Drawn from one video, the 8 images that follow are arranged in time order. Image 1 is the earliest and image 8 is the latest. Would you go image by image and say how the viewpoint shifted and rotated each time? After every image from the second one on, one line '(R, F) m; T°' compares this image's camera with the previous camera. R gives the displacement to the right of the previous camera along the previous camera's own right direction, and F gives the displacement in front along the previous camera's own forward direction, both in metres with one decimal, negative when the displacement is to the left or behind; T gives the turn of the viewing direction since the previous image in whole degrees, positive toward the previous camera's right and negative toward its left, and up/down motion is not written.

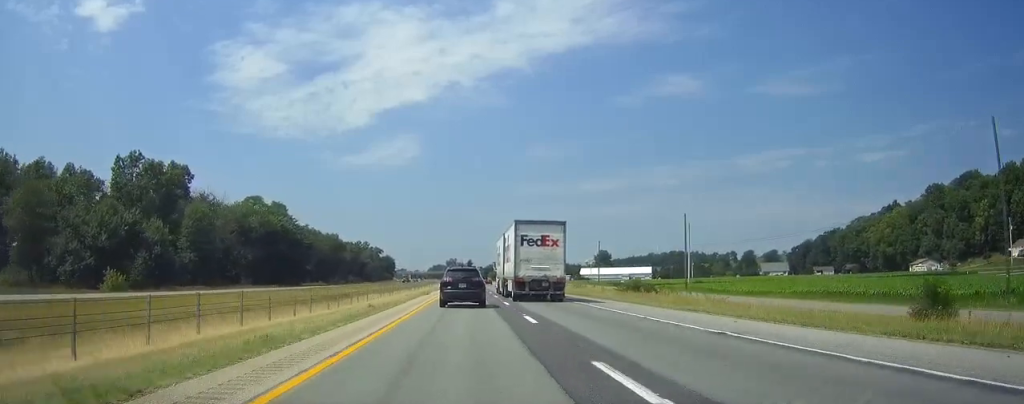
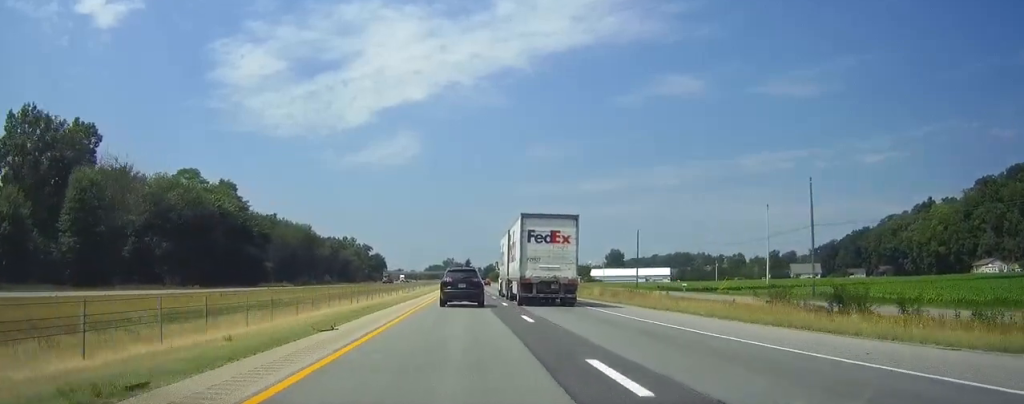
(0.0, +36.0) m; 0°
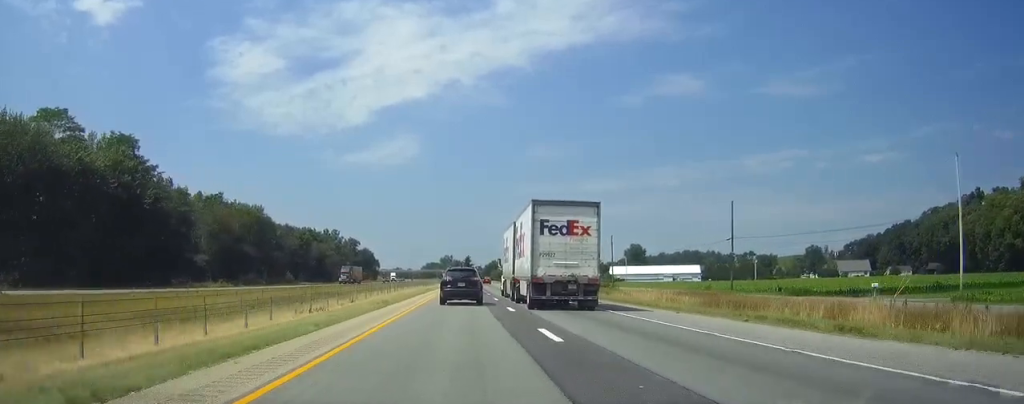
(0.0, +42.5) m; 0°
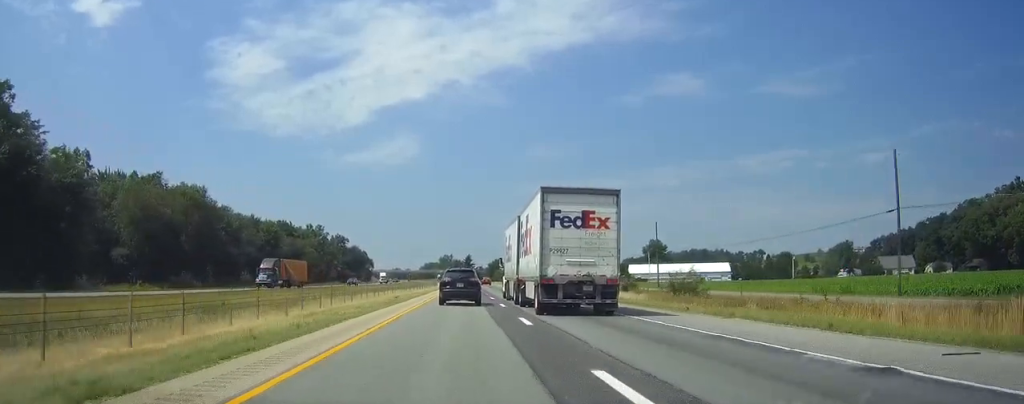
(0.0, +31.7) m; 0°
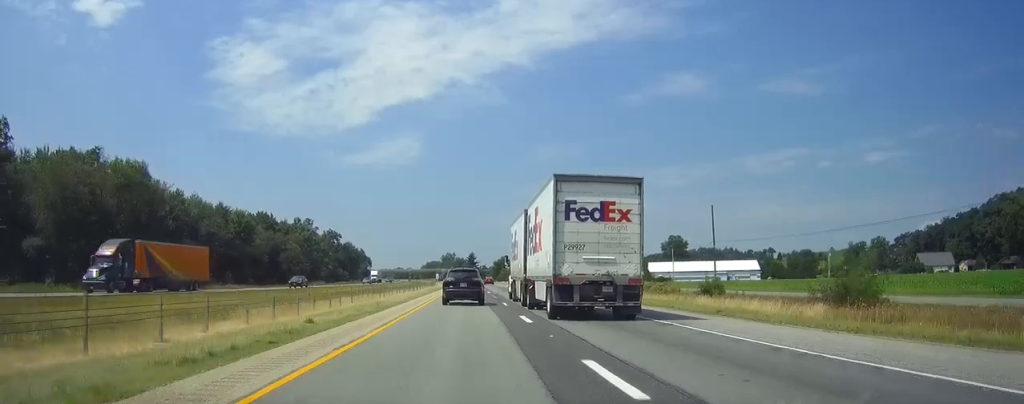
(0.0, +22.9) m; 0°
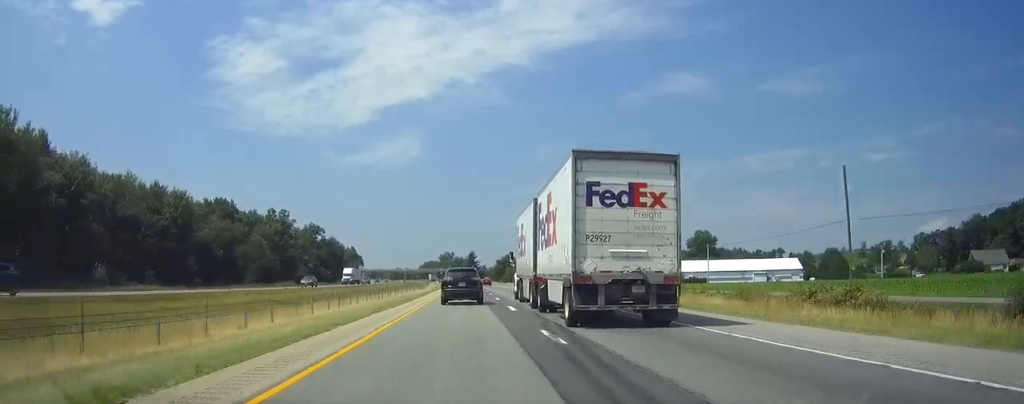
(-0.1, +30.6) m; 0°
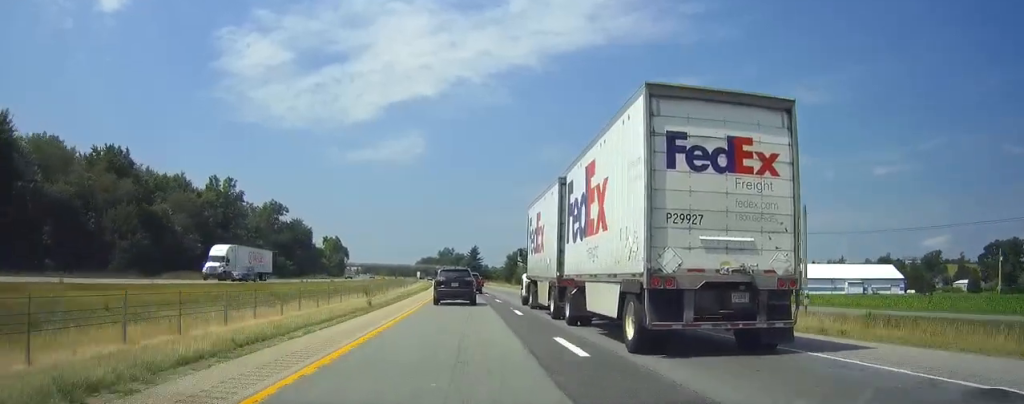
(-0.3, +50.3) m; -1°
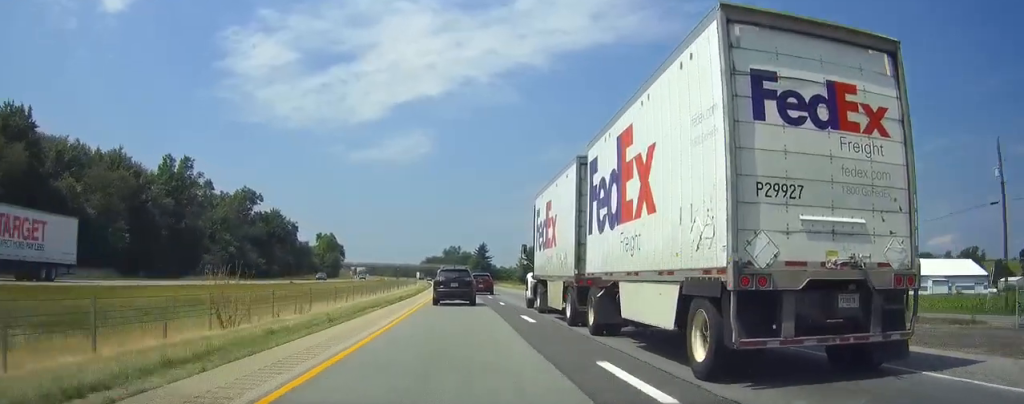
(0.0, +28.5) m; 0°
